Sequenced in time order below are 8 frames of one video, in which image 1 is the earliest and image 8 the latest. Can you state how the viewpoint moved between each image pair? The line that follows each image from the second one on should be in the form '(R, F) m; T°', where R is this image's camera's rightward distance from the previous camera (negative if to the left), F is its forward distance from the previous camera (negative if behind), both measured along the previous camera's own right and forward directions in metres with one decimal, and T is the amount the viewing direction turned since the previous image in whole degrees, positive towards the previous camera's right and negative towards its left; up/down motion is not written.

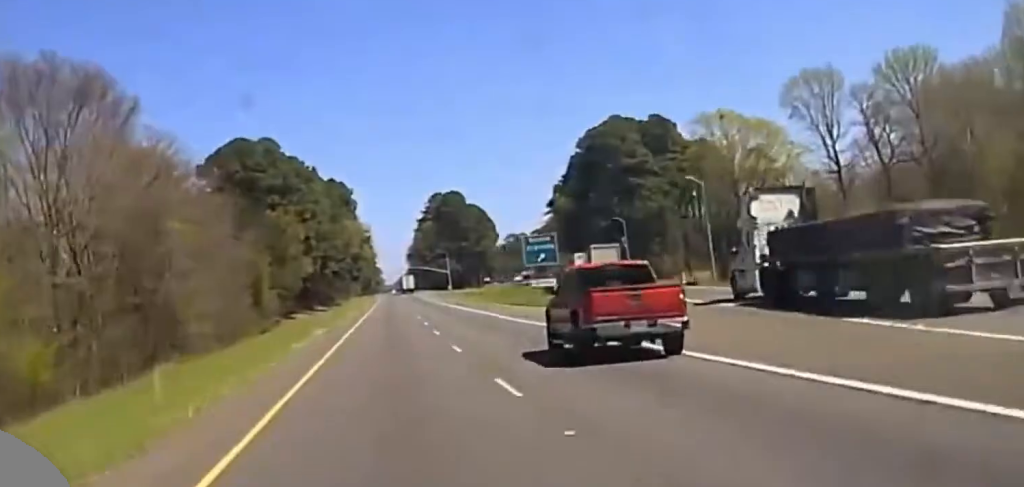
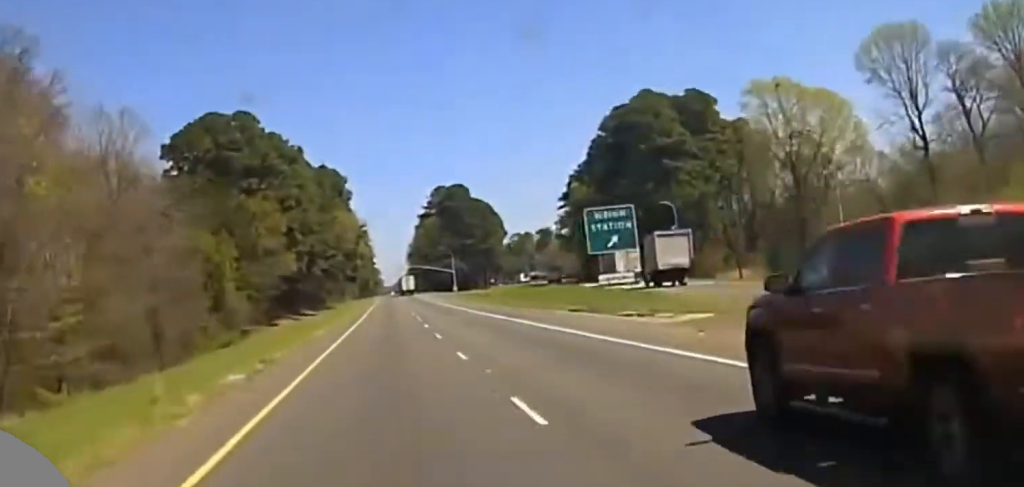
(0.0, +30.8) m; 0°
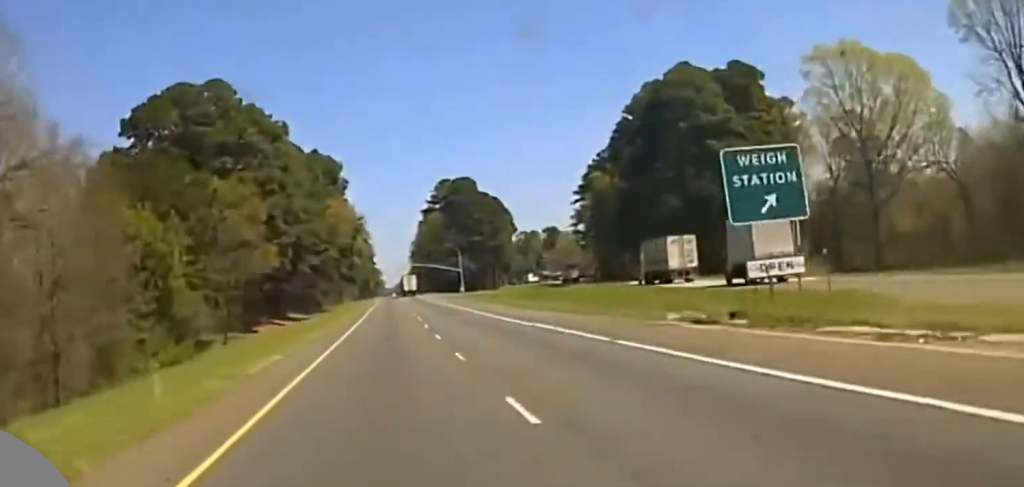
(+0.1, +25.7) m; 0°
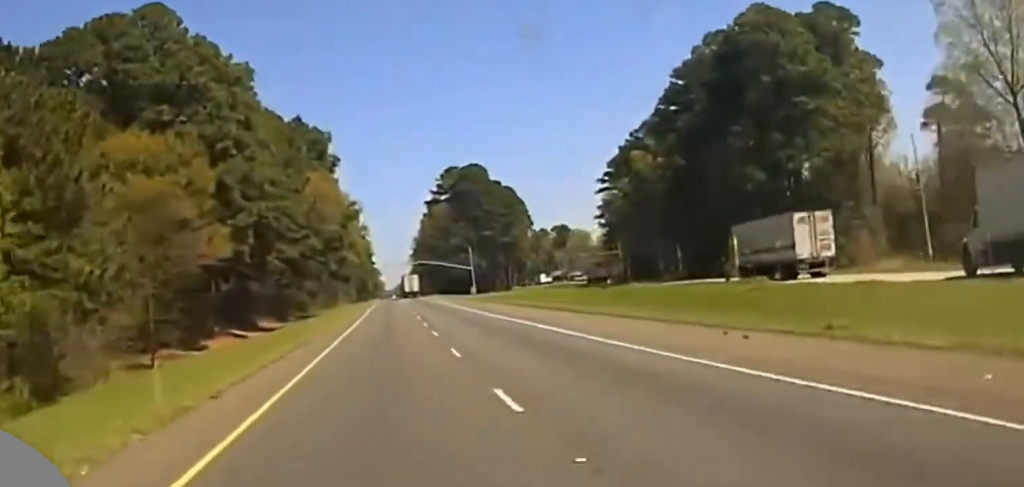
(+0.1, +39.9) m; 0°
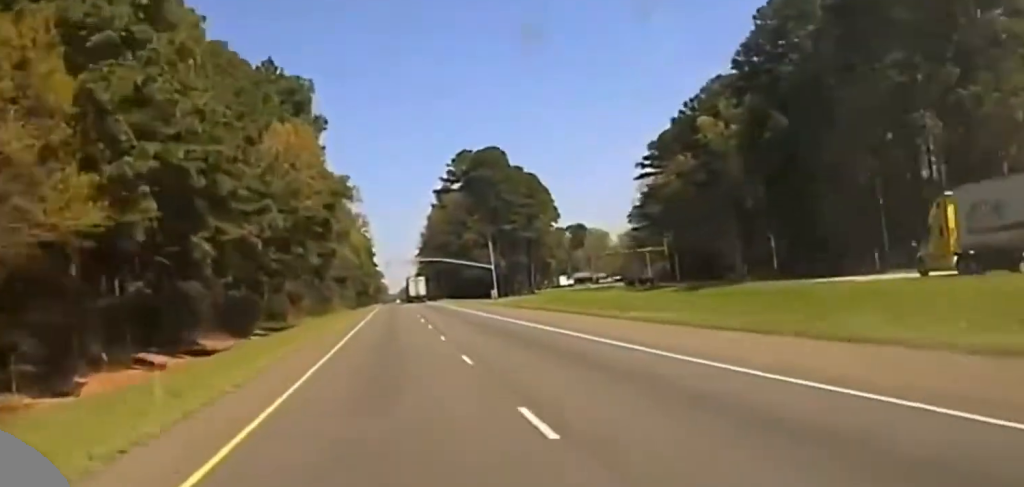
(-0.1, +39.0) m; 0°
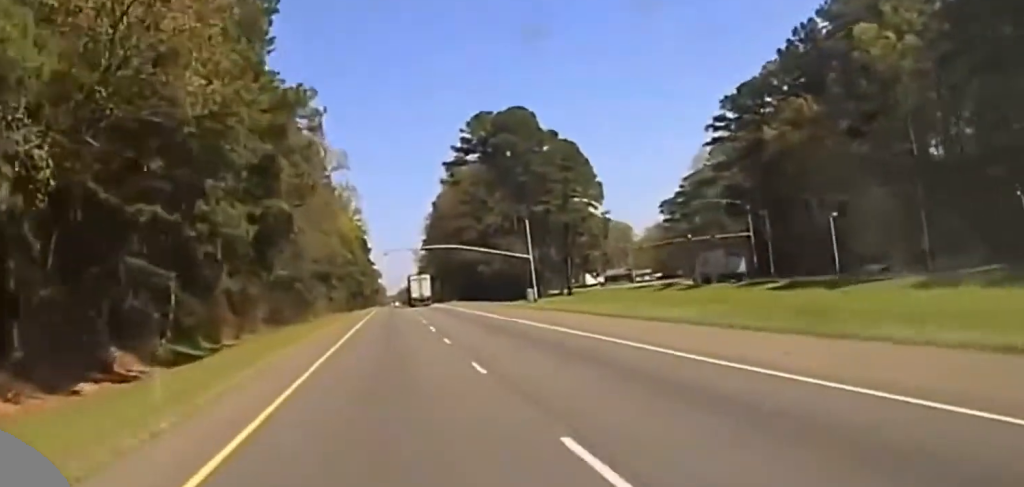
(+0.1, +51.7) m; 0°
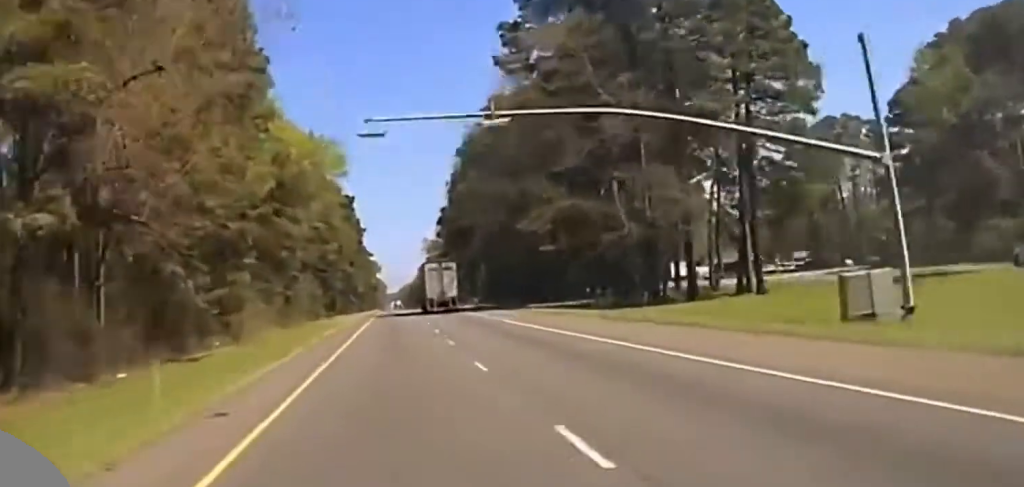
(+0.4, +90.0) m; 0°
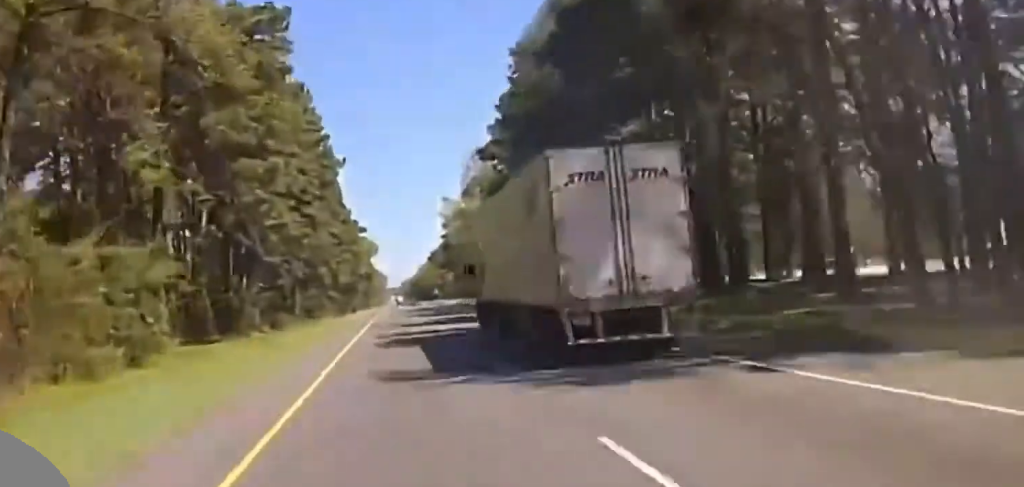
(-0.7, +121.5) m; 0°
